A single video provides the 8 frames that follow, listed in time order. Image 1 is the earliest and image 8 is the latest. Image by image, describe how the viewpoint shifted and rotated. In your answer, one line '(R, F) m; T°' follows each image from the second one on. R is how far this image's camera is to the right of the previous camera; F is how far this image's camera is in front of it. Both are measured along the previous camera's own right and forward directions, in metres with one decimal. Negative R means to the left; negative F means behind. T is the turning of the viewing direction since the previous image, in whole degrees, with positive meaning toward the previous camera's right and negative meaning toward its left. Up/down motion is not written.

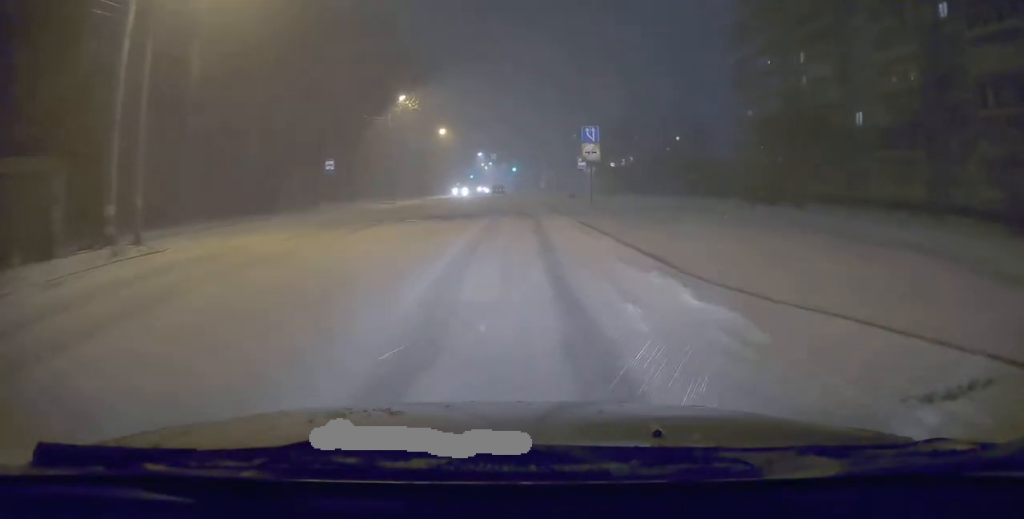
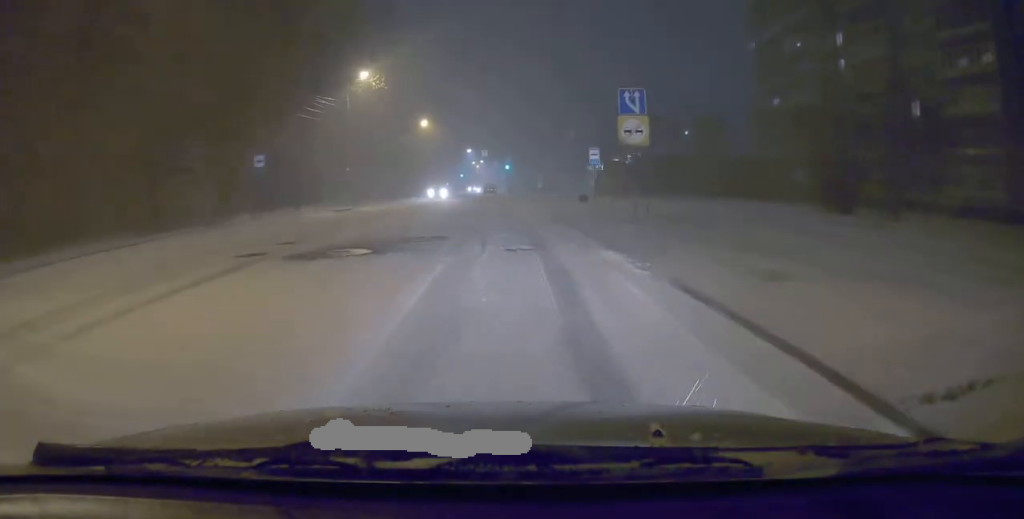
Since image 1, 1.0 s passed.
(-0.1, +10.0) m; 0°
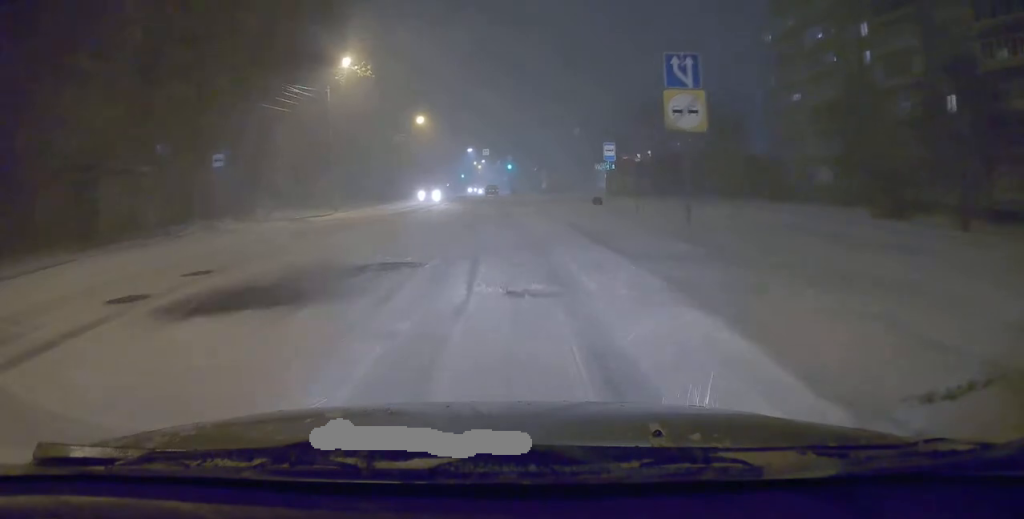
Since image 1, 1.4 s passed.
(+0.2, +4.5) m; 0°
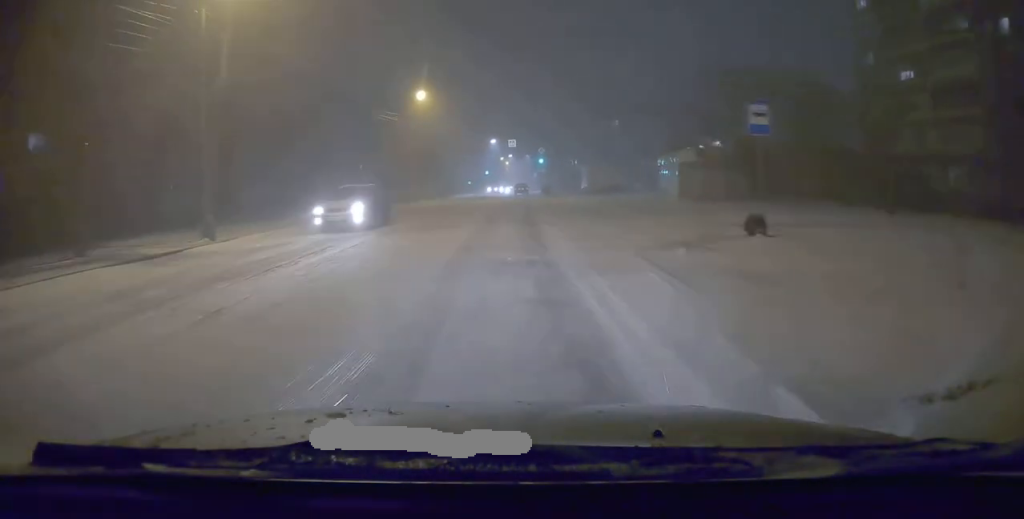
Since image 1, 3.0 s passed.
(-0.4, +16.3) m; -1°
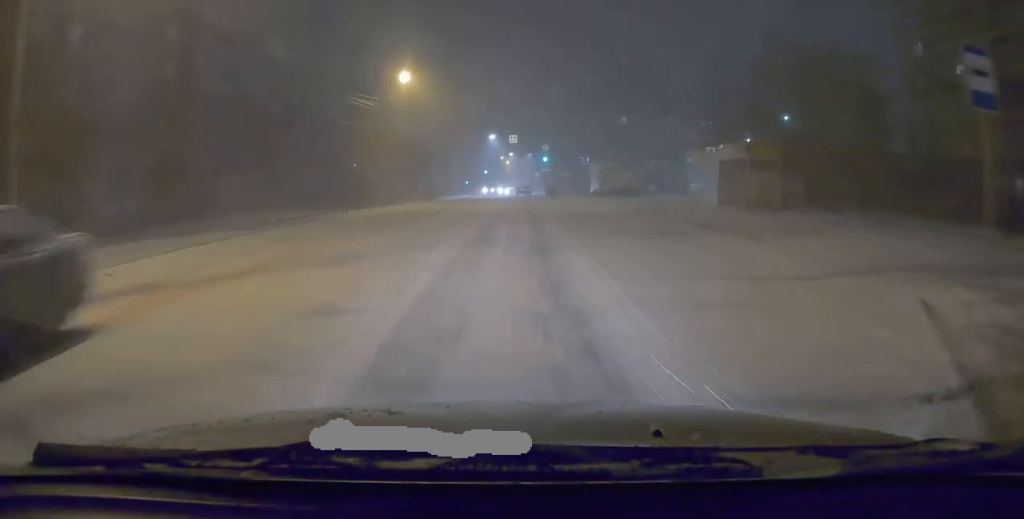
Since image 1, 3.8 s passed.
(+0.3, +7.7) m; 0°
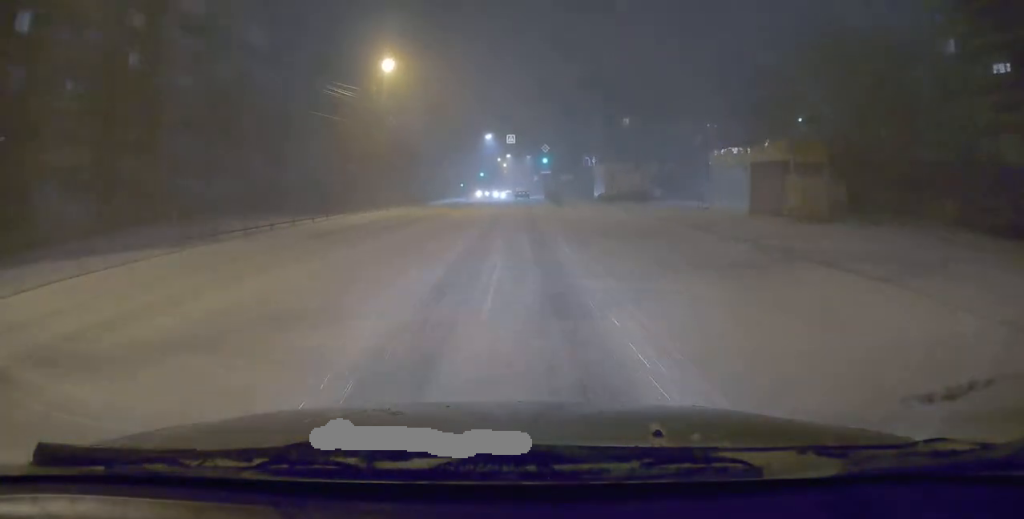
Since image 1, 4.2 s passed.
(-0.2, +4.7) m; 0°
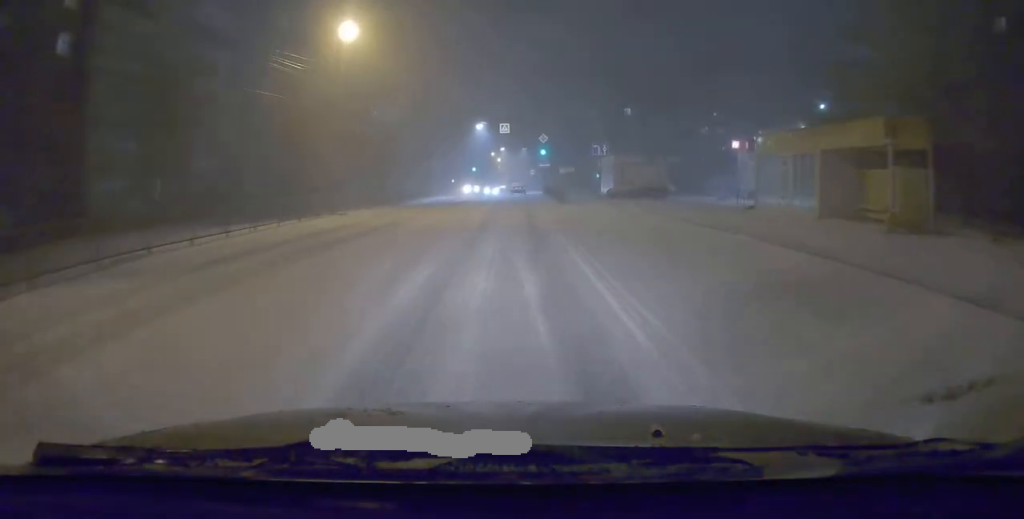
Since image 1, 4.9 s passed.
(-0.1, +7.0) m; 0°
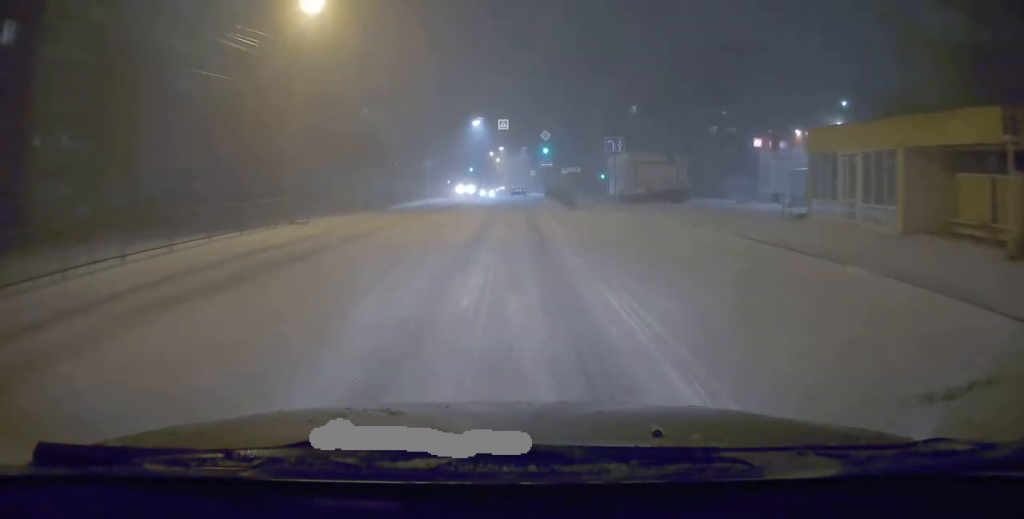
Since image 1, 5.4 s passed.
(+0.2, +5.0) m; 0°
